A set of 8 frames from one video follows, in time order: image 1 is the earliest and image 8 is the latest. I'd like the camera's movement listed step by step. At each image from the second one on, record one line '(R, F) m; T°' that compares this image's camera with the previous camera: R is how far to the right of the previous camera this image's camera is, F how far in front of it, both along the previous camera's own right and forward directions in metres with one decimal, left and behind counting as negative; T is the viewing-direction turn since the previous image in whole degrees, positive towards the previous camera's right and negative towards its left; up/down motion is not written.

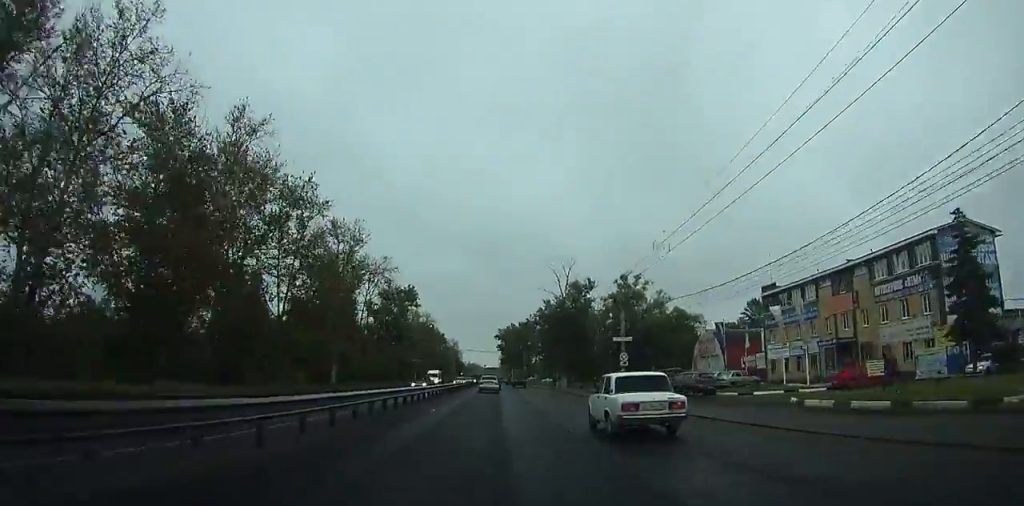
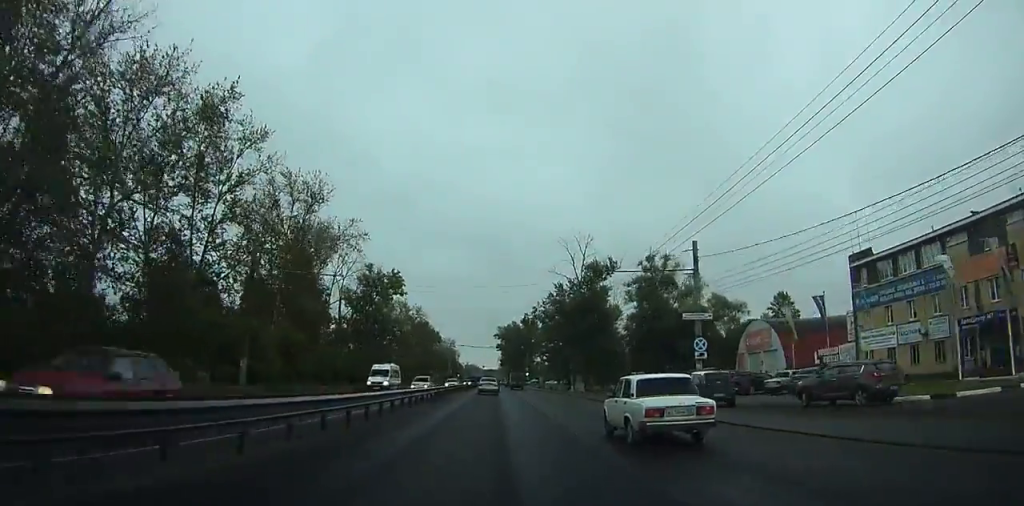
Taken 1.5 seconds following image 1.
(0.0, +19.4) m; 0°
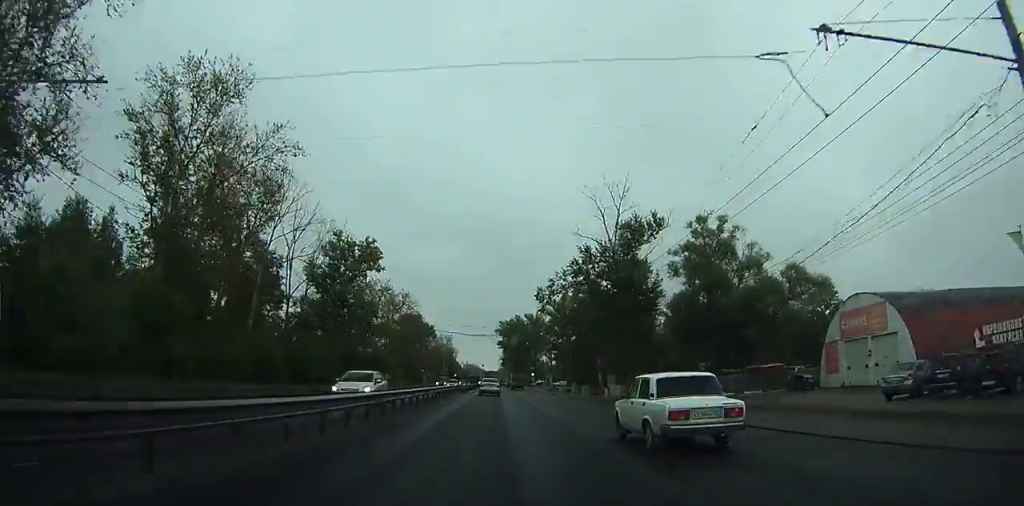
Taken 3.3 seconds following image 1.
(-0.2, +22.3) m; 0°
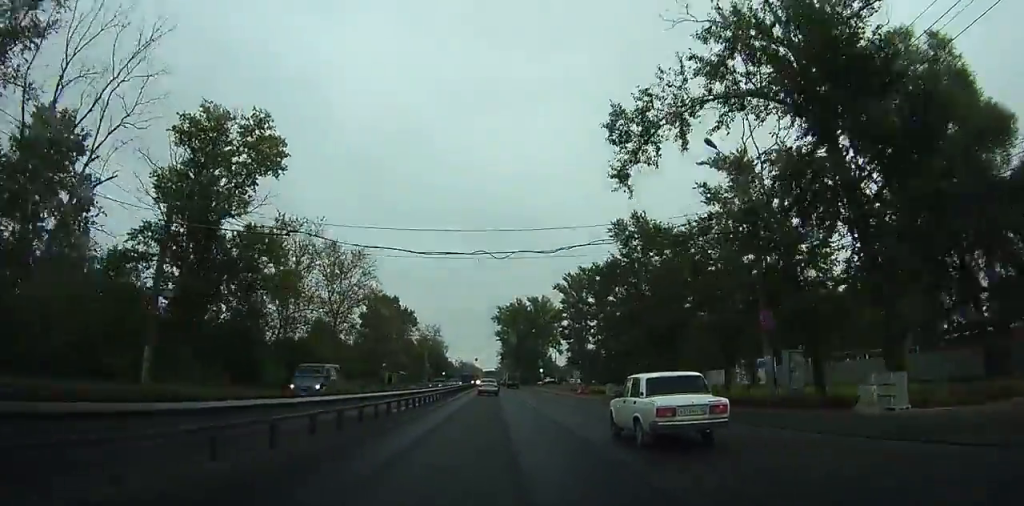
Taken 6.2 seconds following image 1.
(+1.0, +39.1) m; +2°
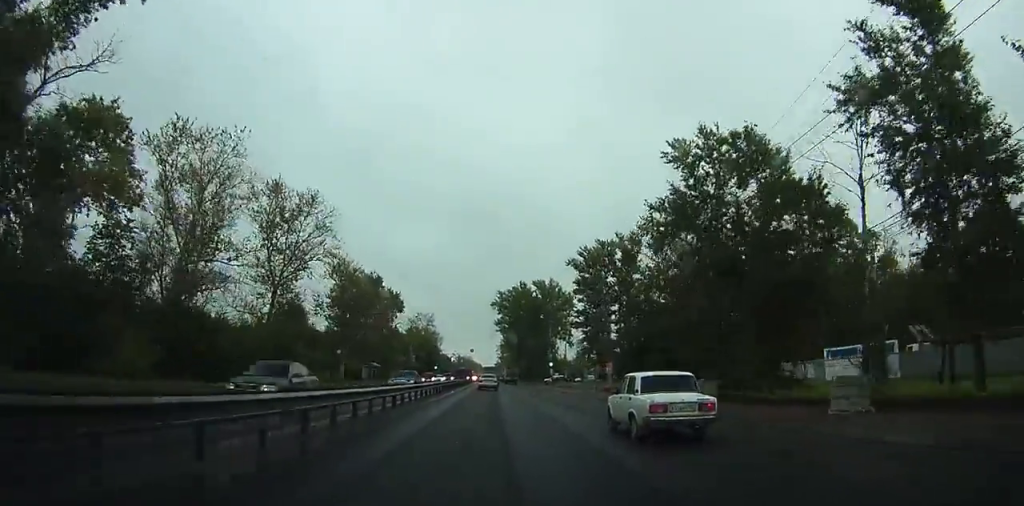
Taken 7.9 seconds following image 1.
(+0.1, +22.5) m; -1°
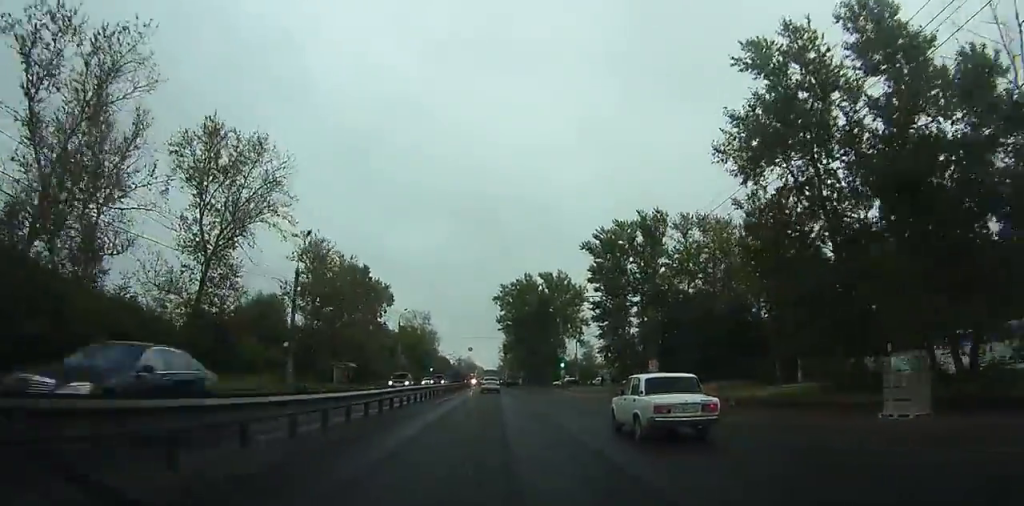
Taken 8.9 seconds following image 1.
(-0.3, +14.3) m; -1°
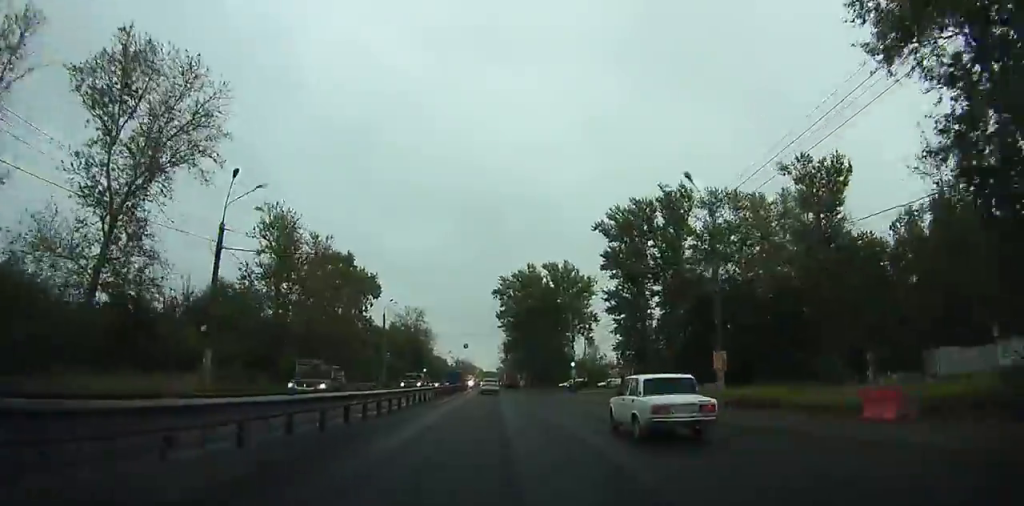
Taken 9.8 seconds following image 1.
(-0.1, +11.7) m; 0°
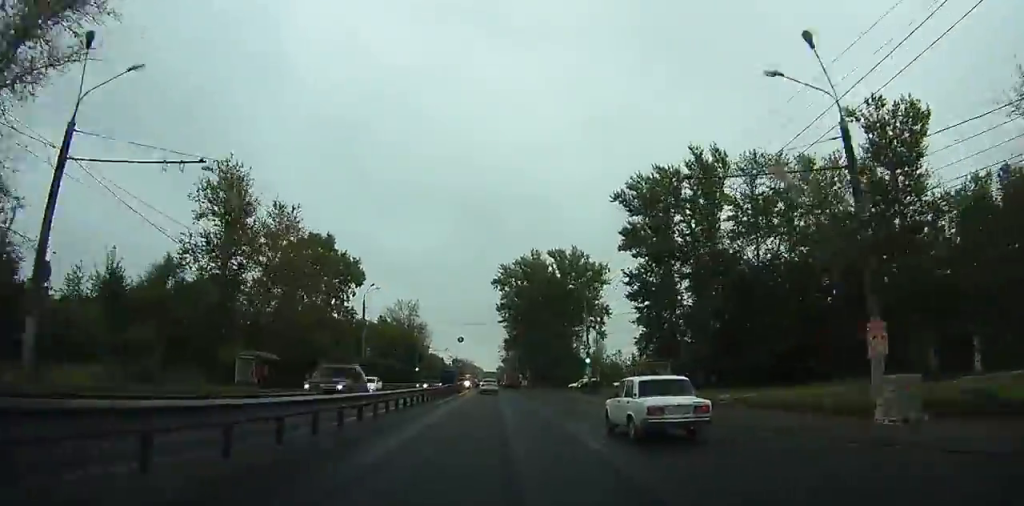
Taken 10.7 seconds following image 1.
(0.0, +11.7) m; 0°
